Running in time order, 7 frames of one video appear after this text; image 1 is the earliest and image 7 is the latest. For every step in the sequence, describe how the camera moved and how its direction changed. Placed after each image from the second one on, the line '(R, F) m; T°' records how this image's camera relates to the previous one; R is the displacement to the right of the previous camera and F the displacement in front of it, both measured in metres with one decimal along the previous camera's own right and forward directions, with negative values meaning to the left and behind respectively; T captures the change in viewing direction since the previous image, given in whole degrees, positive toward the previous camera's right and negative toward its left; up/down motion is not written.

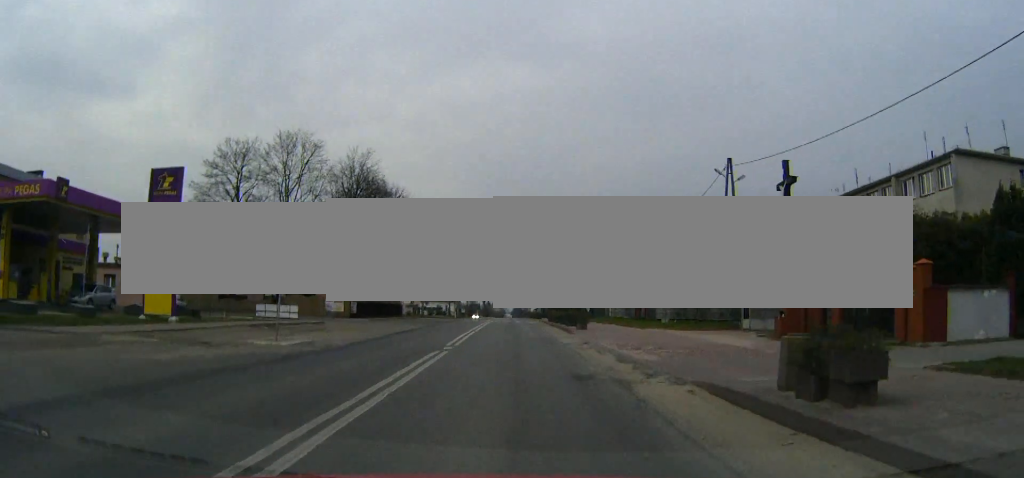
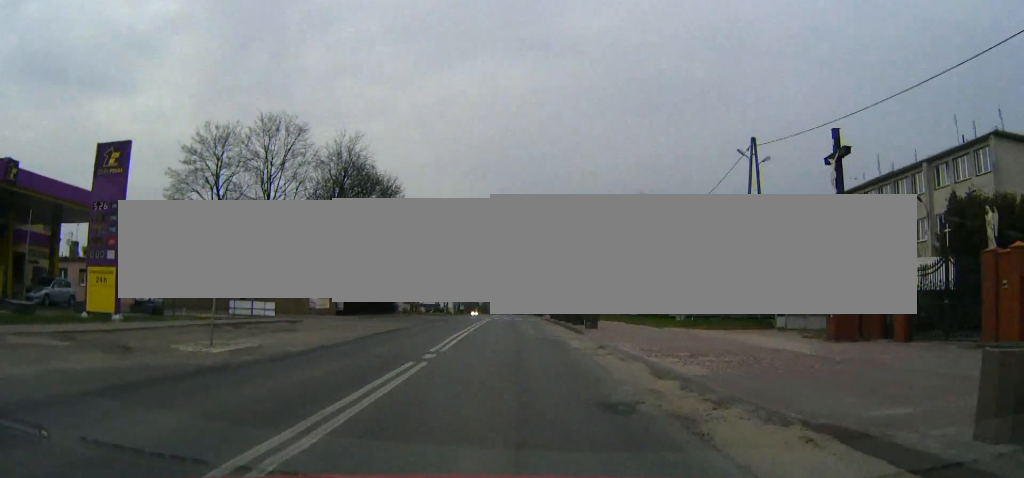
(0.0, +4.7) m; 0°
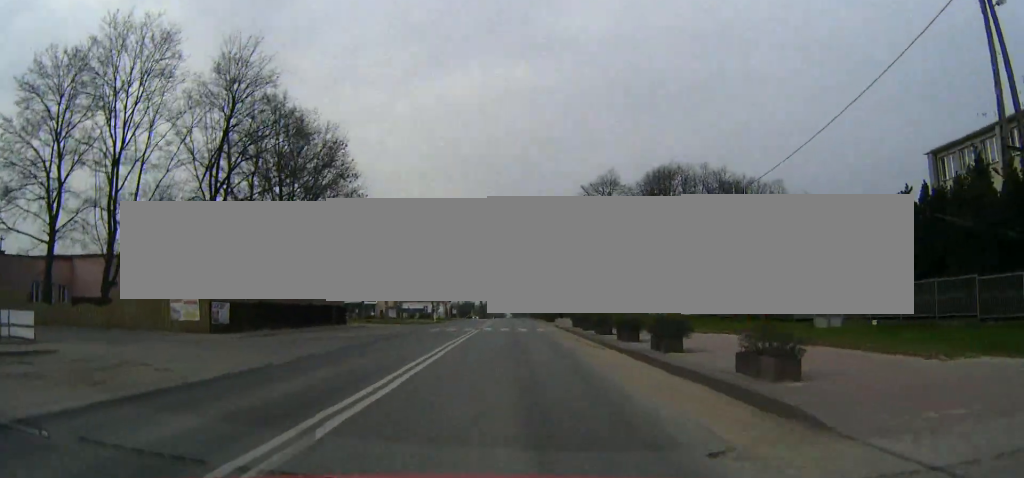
(0.0, +23.2) m; 0°
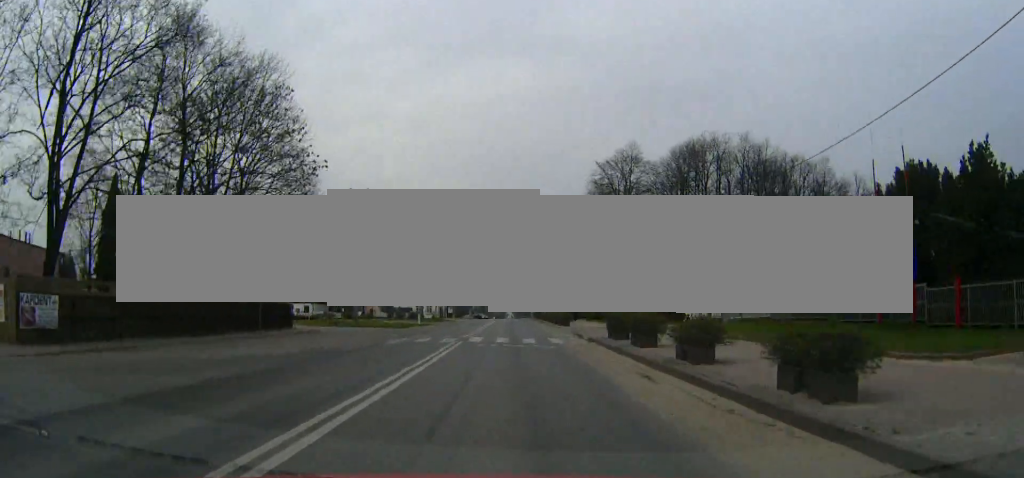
(0.0, +14.1) m; 0°
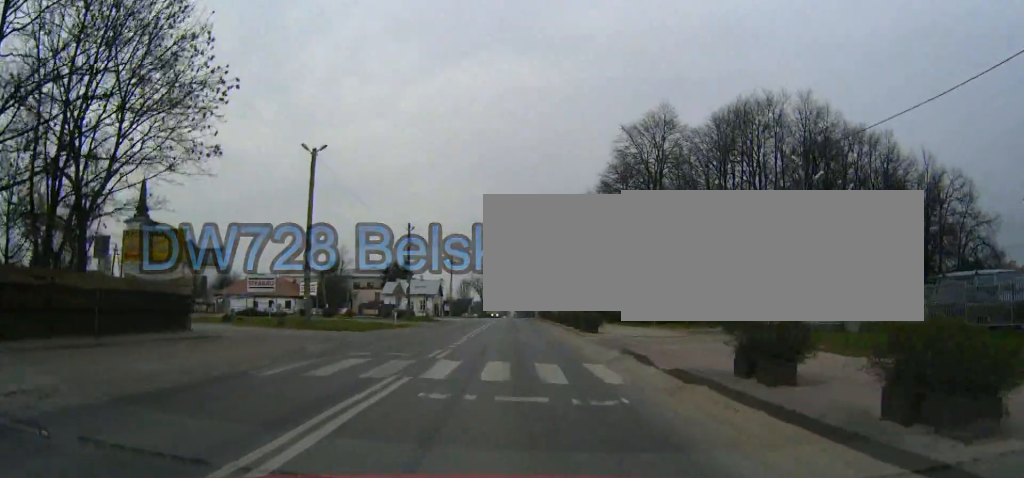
(-0.1, +14.2) m; 0°
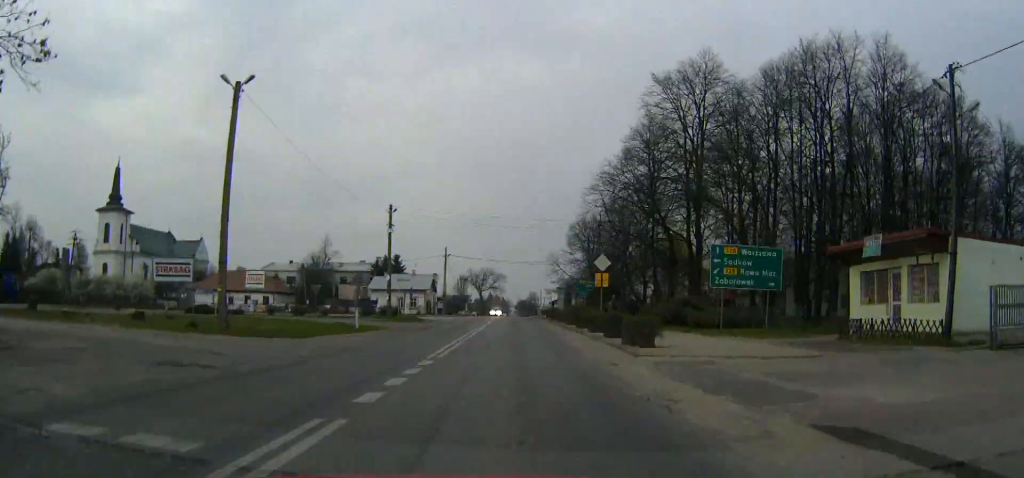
(0.0, +12.8) m; 0°
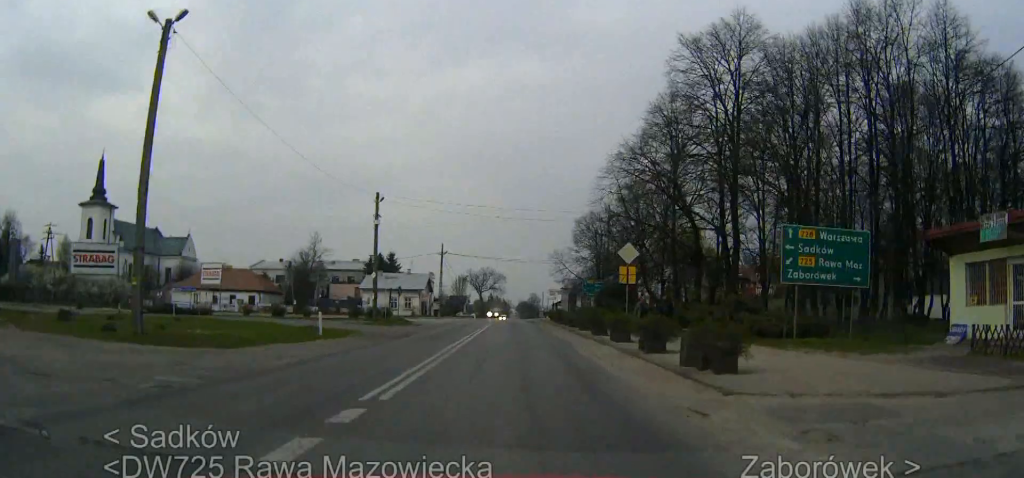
(0.0, +7.3) m; 0°
